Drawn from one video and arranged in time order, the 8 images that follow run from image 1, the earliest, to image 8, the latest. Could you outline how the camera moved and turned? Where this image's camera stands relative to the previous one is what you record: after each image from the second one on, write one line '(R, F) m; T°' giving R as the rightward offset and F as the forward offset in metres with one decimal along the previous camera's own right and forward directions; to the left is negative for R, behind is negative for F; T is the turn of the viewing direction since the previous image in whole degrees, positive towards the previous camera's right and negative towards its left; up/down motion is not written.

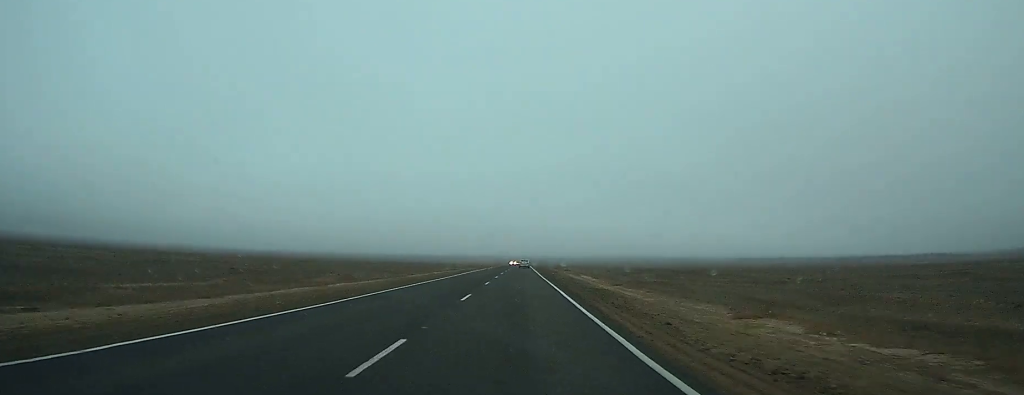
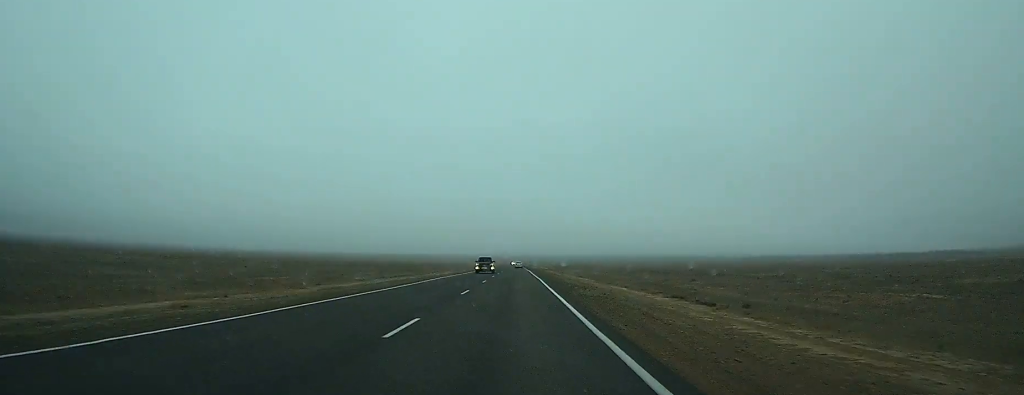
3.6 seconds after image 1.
(+1.2, +95.4) m; +1°
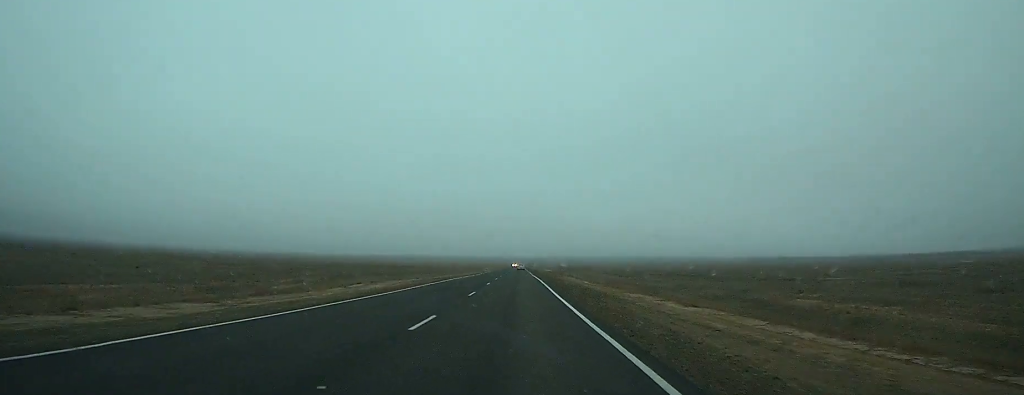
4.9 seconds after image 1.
(0.0, +33.8) m; 0°
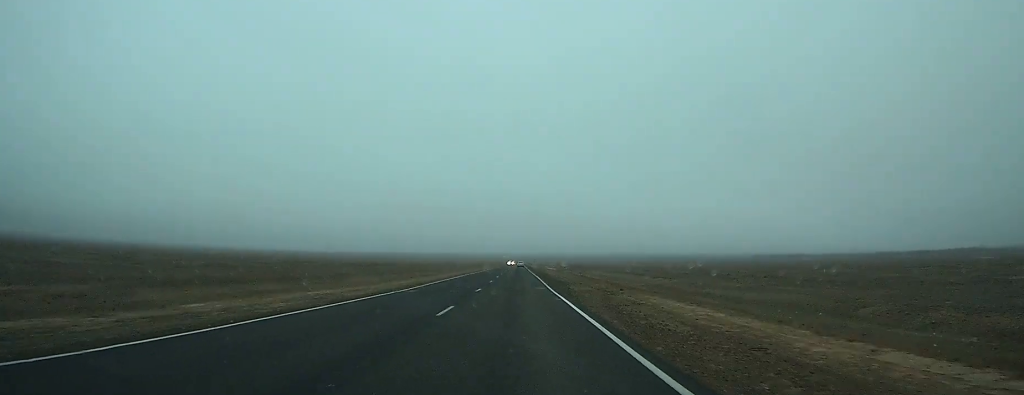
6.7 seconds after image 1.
(-0.1, +43.2) m; 0°
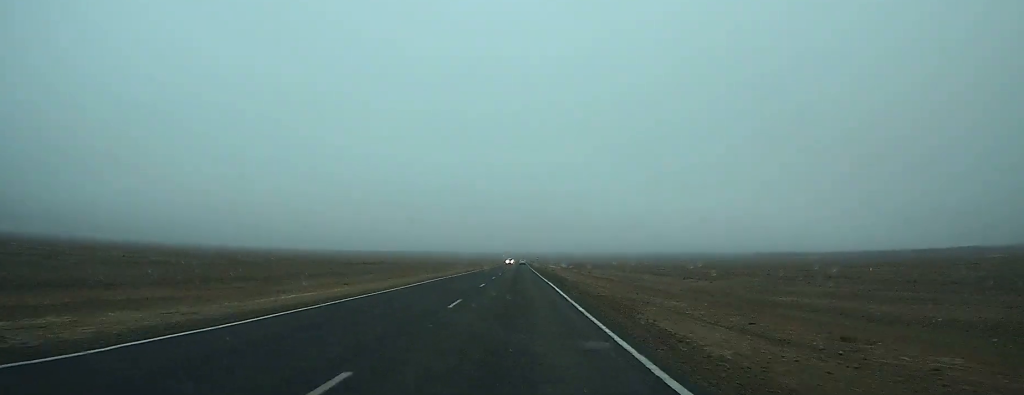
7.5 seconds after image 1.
(-0.1, +21.6) m; 0°
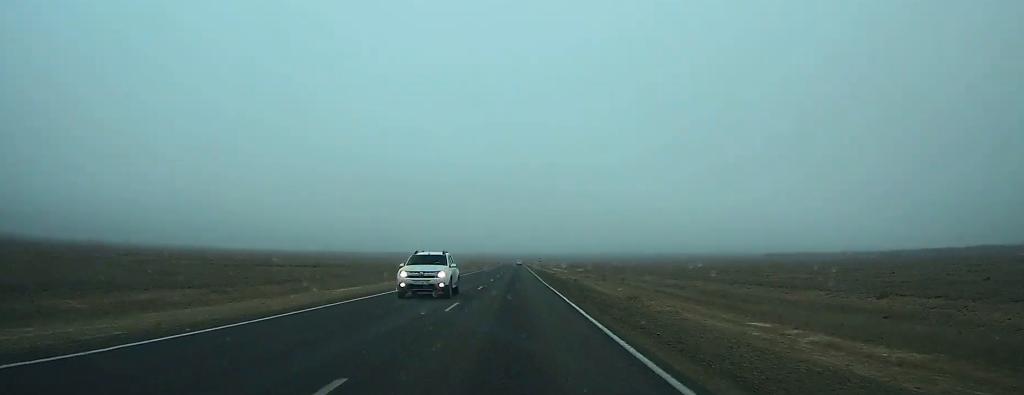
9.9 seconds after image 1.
(0.0, +62.1) m; 0°
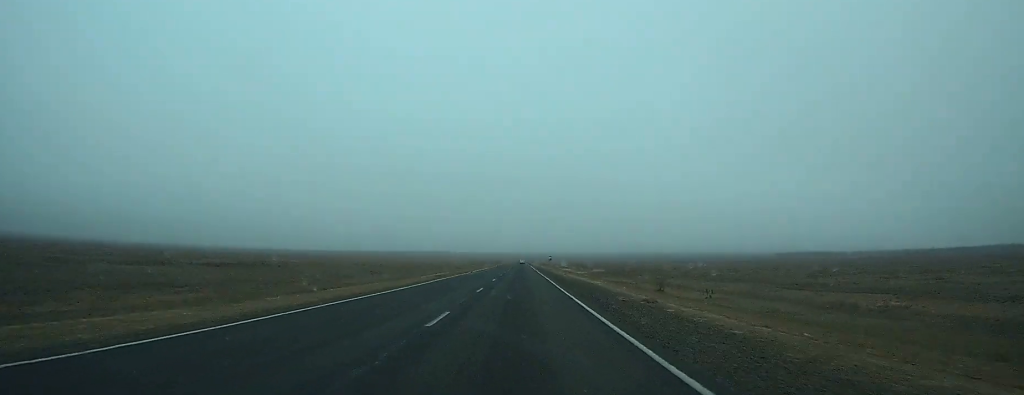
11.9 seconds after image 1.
(+0.1, +54.3) m; 0°
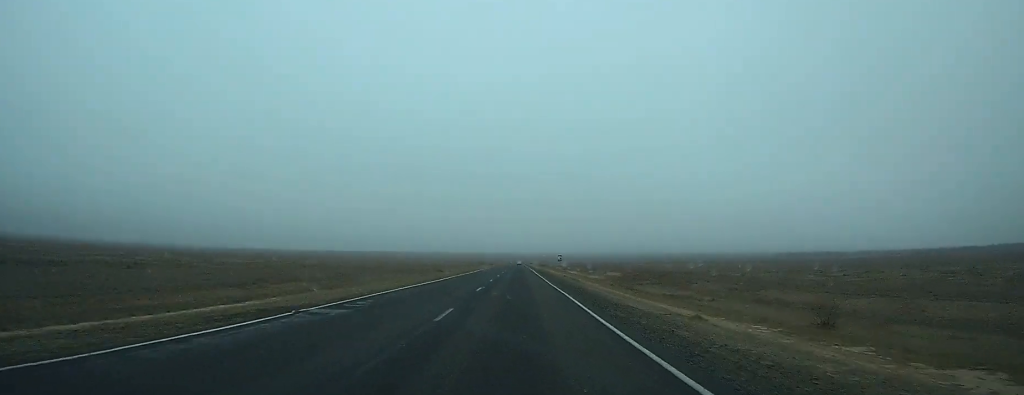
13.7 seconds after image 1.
(+0.1, +47.5) m; 0°
